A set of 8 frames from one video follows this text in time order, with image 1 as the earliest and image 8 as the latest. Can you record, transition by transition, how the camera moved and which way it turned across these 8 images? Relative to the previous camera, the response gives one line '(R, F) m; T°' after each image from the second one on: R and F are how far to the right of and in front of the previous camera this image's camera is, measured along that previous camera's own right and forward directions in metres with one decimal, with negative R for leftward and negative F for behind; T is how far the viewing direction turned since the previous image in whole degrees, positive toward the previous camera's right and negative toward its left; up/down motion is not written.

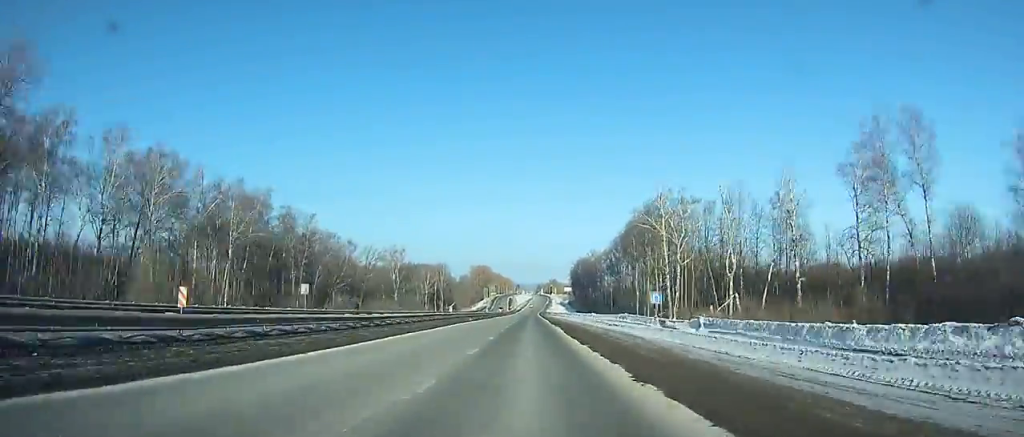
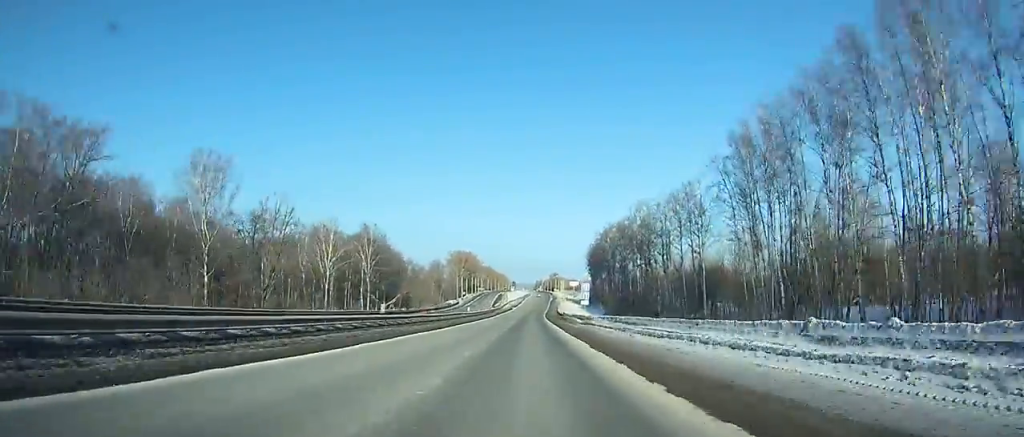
(-0.2, +103.0) m; 0°
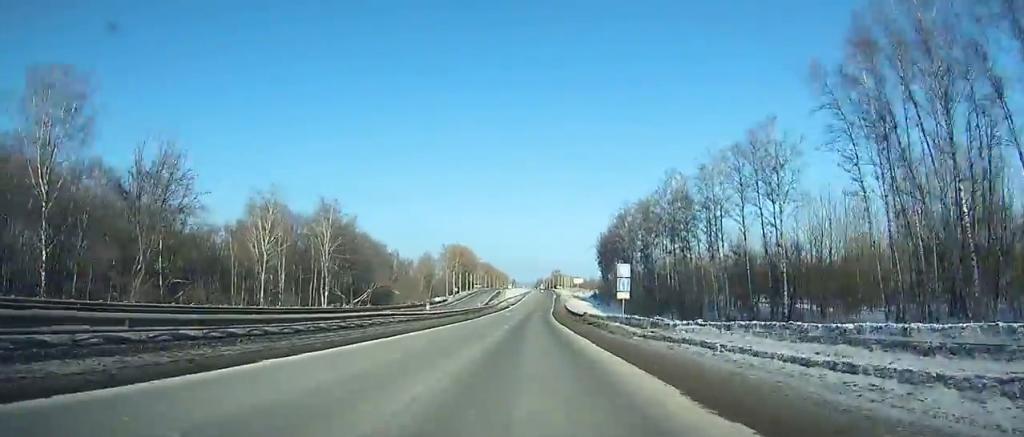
(0.0, +27.3) m; 0°
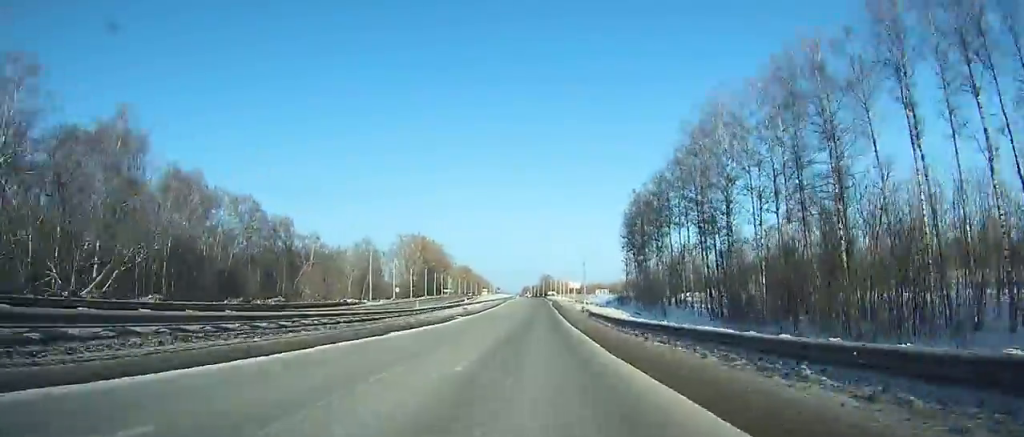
(+0.9, +72.1) m; +1°
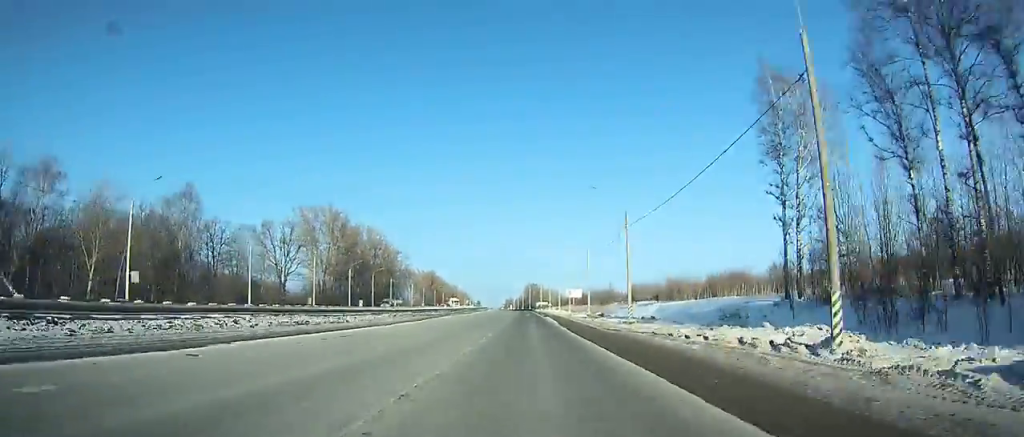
(+1.1, +85.7) m; +1°
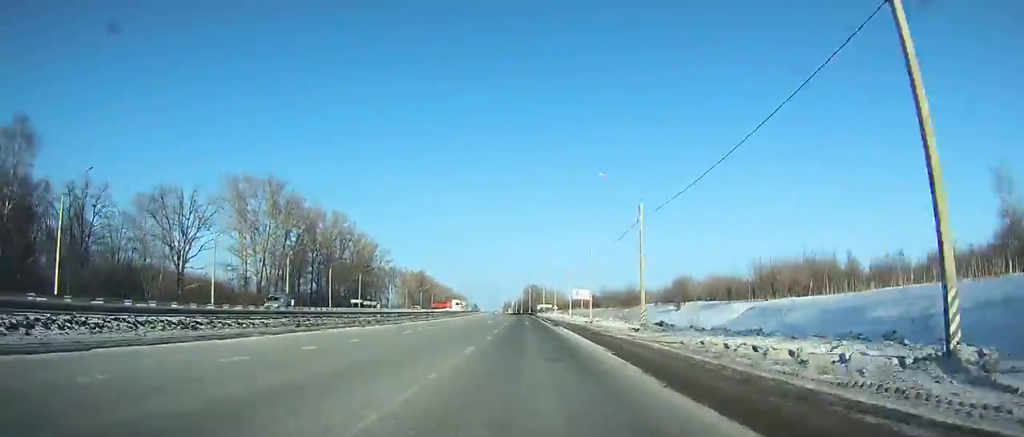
(0.0, +34.6) m; 0°
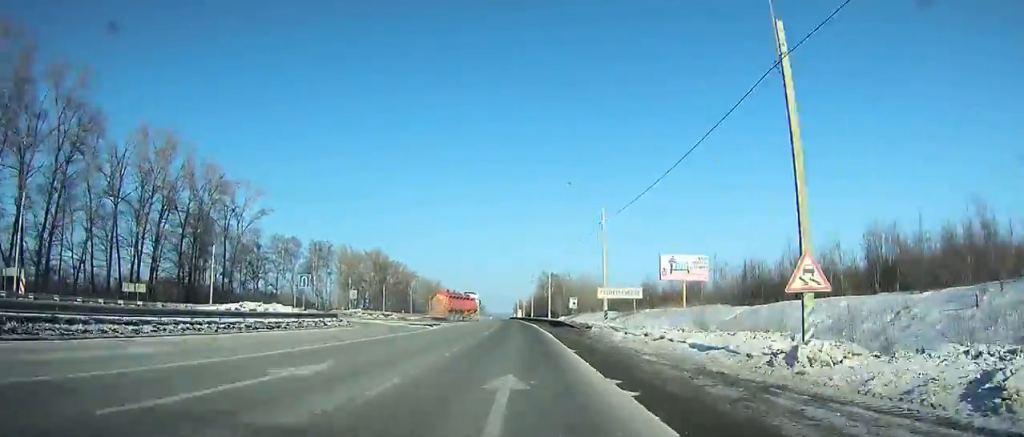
(-1.3, +111.9) m; -2°
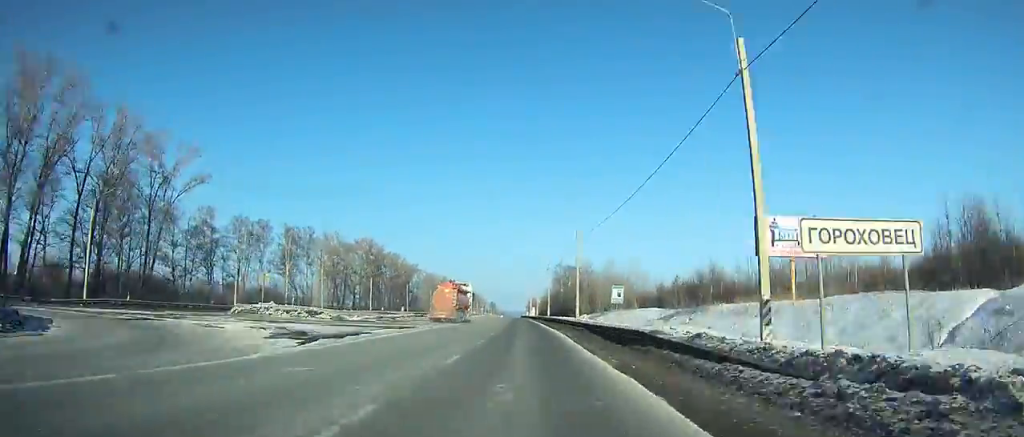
(-0.2, +27.0) m; -1°
